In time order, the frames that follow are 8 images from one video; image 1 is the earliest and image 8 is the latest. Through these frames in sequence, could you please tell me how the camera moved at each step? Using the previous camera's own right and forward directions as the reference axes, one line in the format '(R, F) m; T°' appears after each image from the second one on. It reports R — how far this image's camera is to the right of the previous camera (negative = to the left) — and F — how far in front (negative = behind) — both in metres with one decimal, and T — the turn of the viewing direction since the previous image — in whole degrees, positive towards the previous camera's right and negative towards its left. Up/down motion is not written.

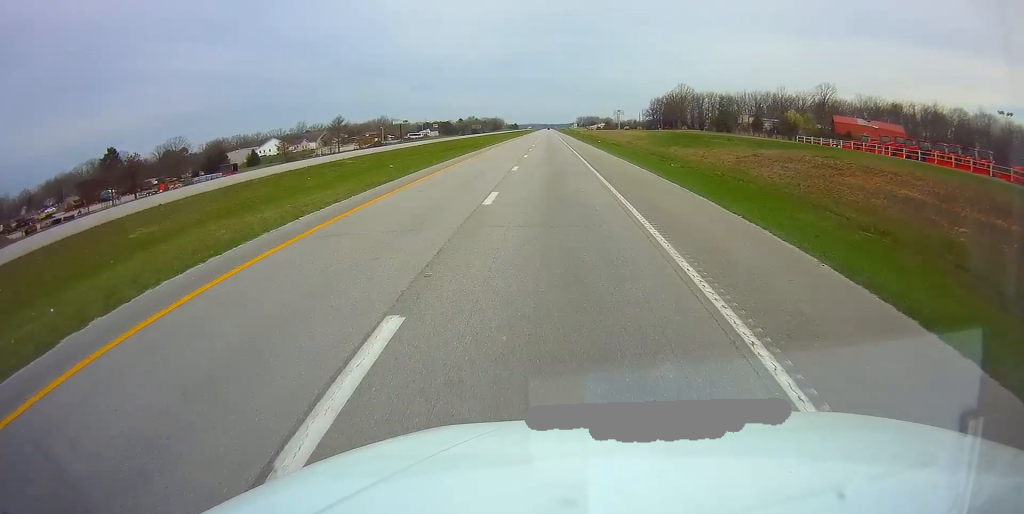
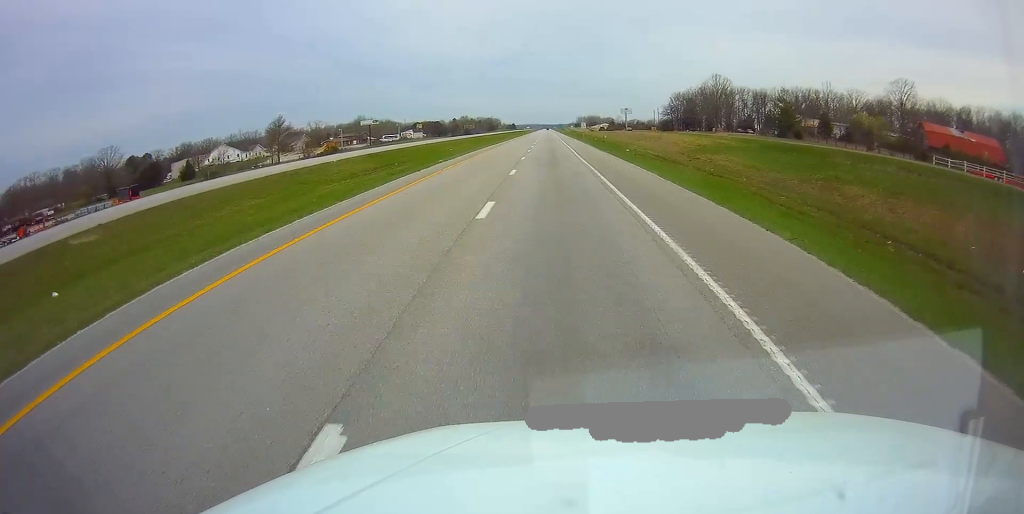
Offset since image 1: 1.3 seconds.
(0.0, +39.6) m; 0°
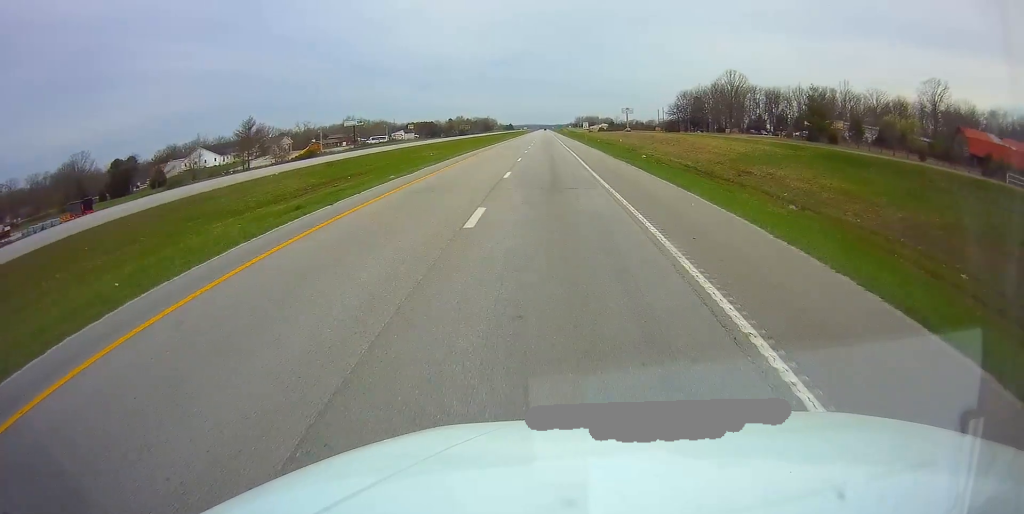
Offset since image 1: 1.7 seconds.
(0.0, +13.5) m; 0°
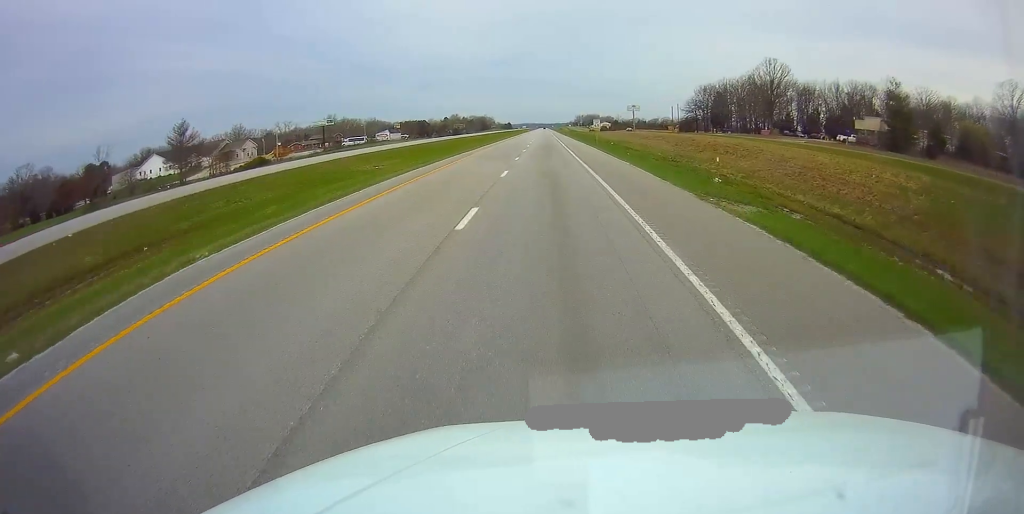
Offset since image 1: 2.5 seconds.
(+0.1, +25.0) m; 0°
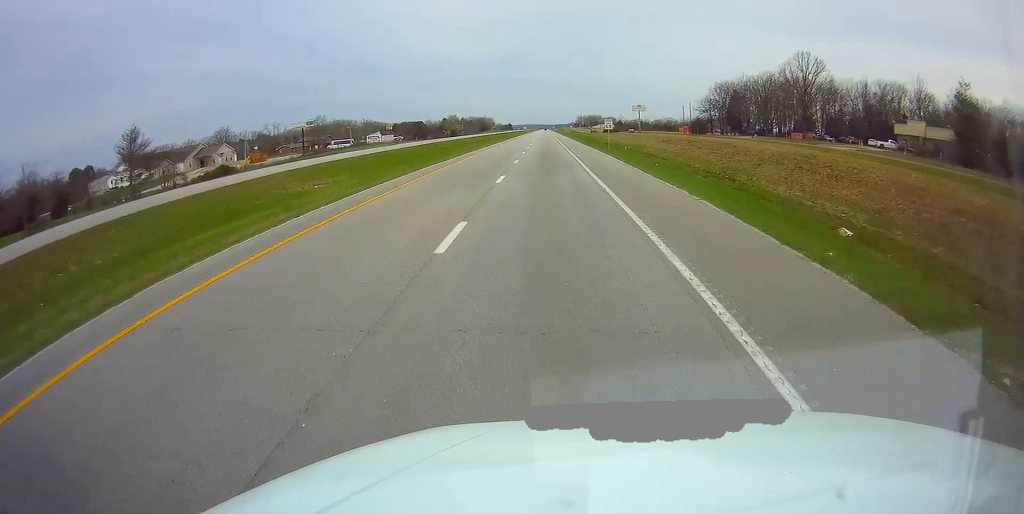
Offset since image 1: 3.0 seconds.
(+0.1, +14.6) m; 0°
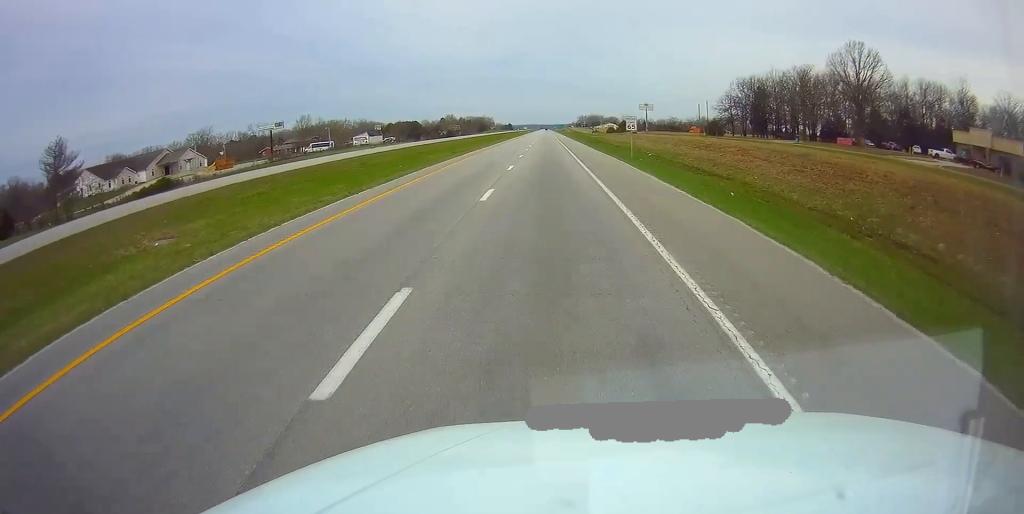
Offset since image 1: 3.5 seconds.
(+0.1, +17.7) m; 0°
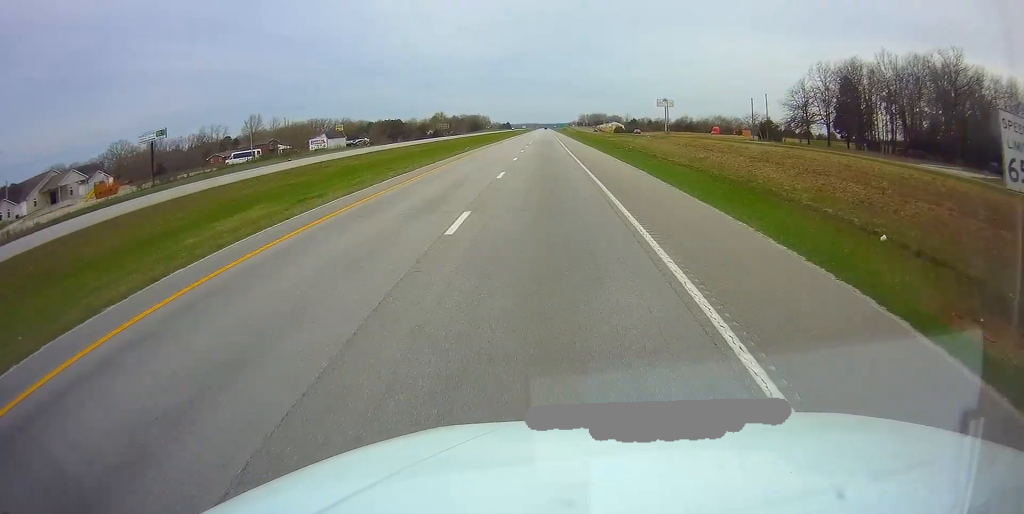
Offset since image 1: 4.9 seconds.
(-0.1, +42.6) m; 0°
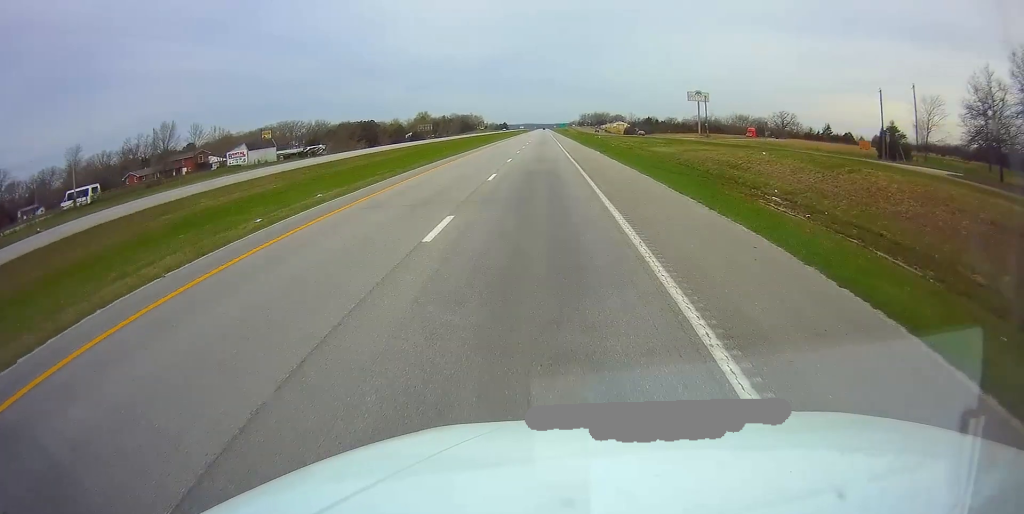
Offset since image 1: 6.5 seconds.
(+0.2, +50.0) m; 0°
